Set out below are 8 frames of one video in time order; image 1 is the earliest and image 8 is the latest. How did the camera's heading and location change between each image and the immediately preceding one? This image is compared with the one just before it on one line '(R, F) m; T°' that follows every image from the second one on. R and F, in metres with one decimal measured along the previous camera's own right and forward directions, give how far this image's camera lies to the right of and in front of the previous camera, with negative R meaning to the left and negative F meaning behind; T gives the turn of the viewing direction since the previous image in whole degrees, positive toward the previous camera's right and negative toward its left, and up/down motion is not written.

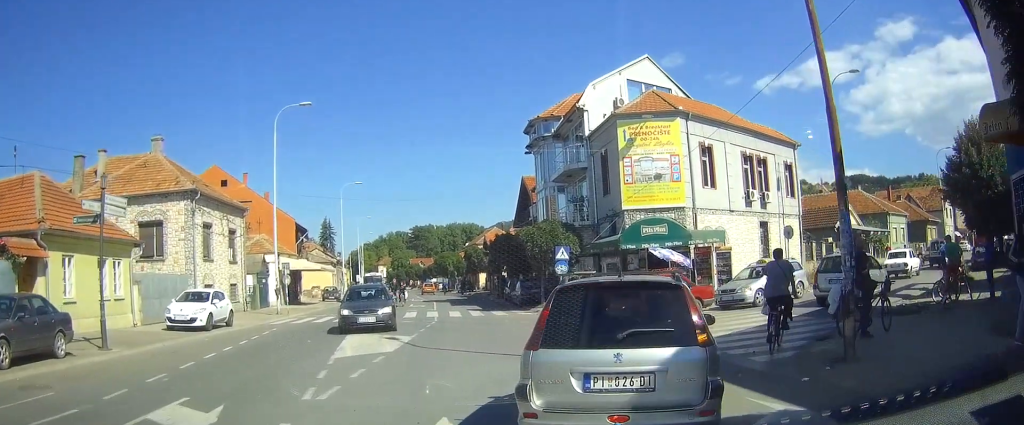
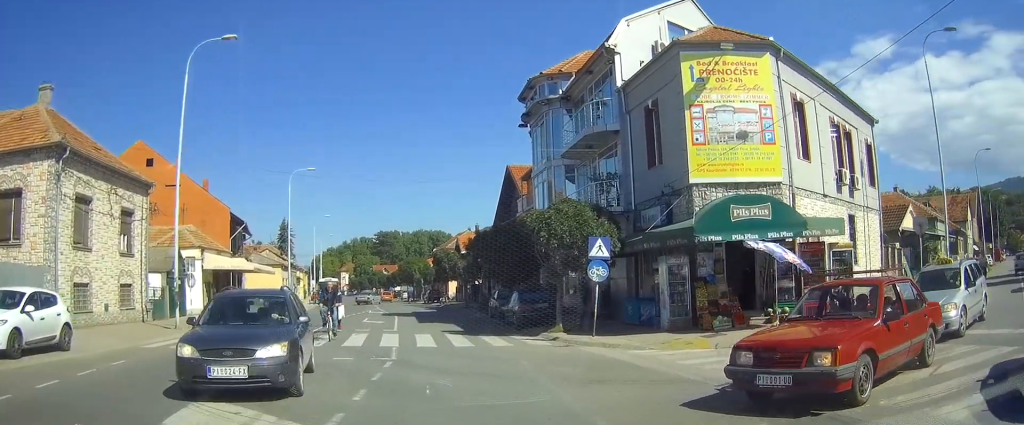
(+0.2, +12.5) m; +2°
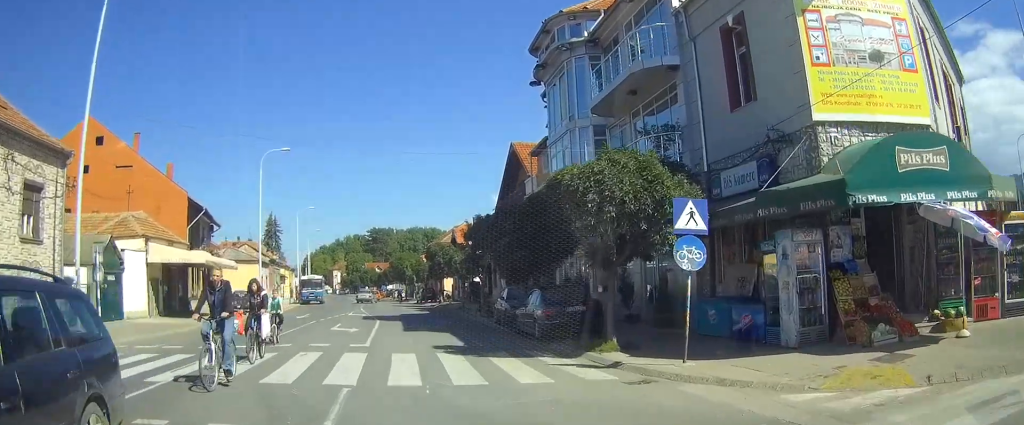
(+0.1, +7.4) m; 0°
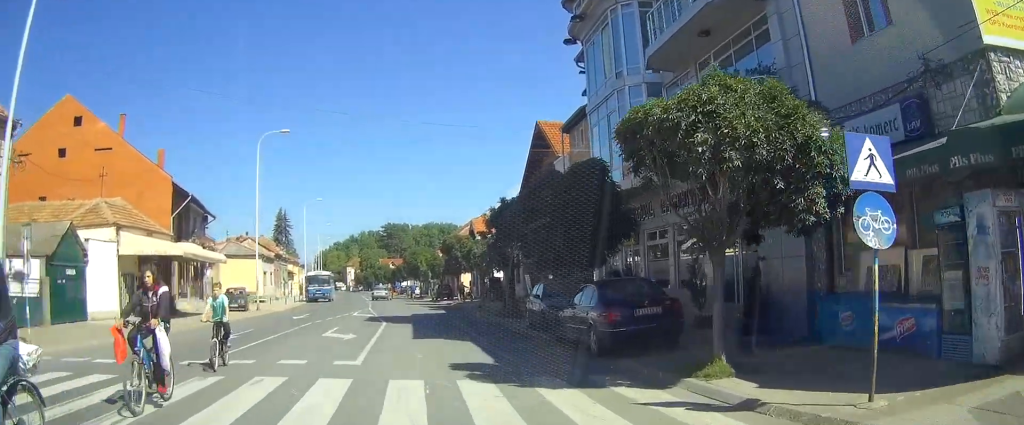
(-0.1, +4.9) m; -1°
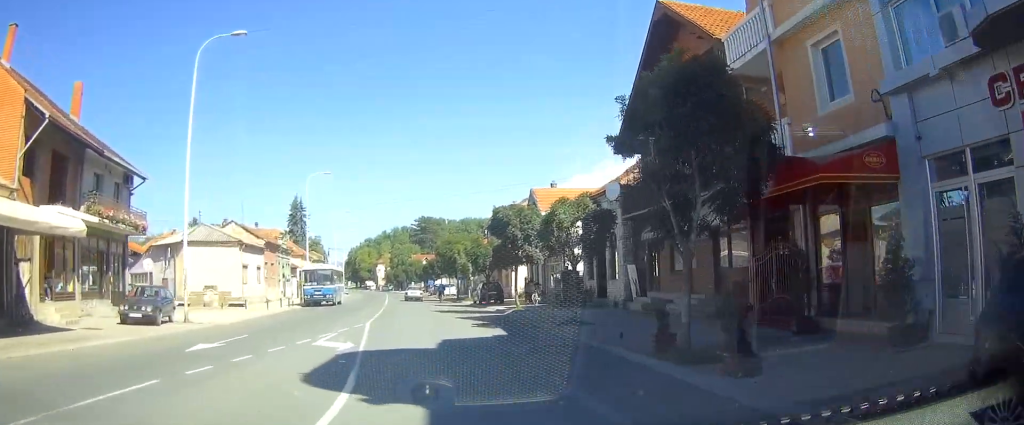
(-0.4, +17.8) m; -3°
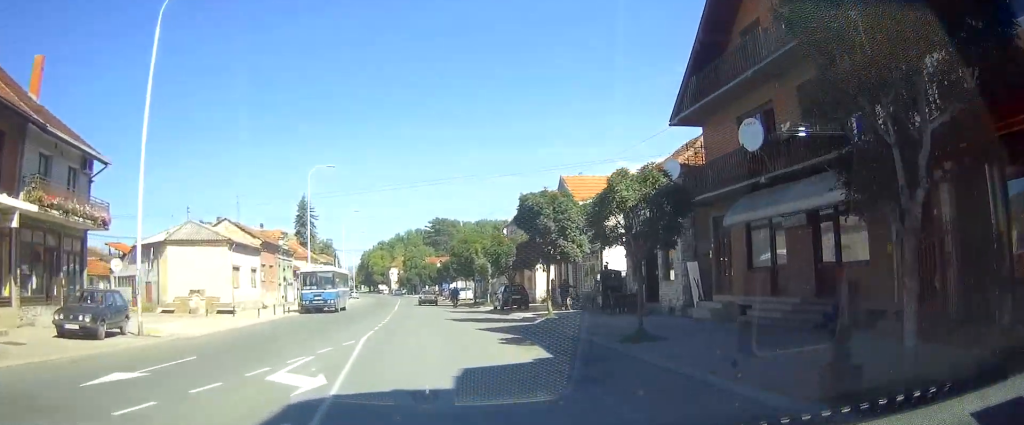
(0.0, +5.6) m; -1°
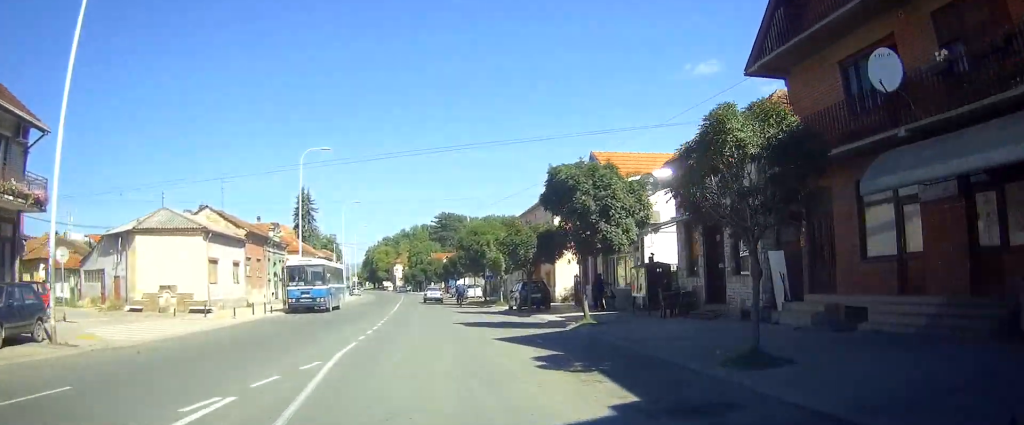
(-0.1, +6.0) m; 0°
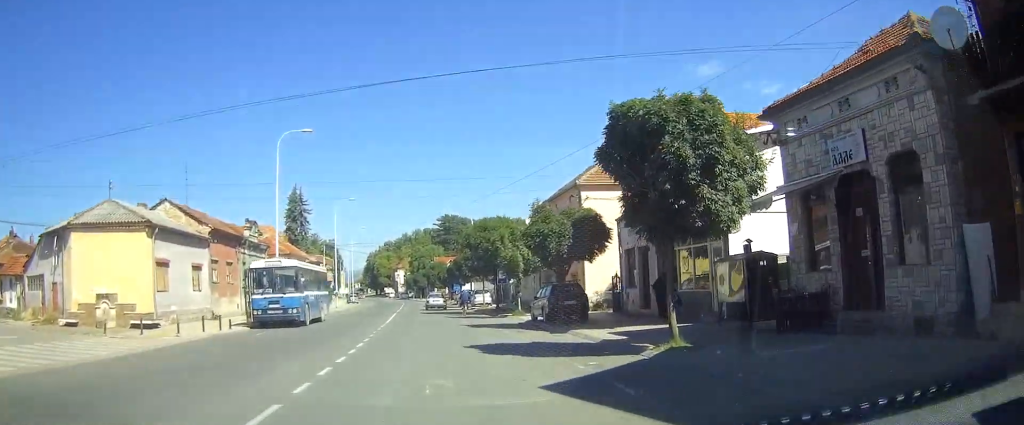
(0.0, +8.0) m; 0°
